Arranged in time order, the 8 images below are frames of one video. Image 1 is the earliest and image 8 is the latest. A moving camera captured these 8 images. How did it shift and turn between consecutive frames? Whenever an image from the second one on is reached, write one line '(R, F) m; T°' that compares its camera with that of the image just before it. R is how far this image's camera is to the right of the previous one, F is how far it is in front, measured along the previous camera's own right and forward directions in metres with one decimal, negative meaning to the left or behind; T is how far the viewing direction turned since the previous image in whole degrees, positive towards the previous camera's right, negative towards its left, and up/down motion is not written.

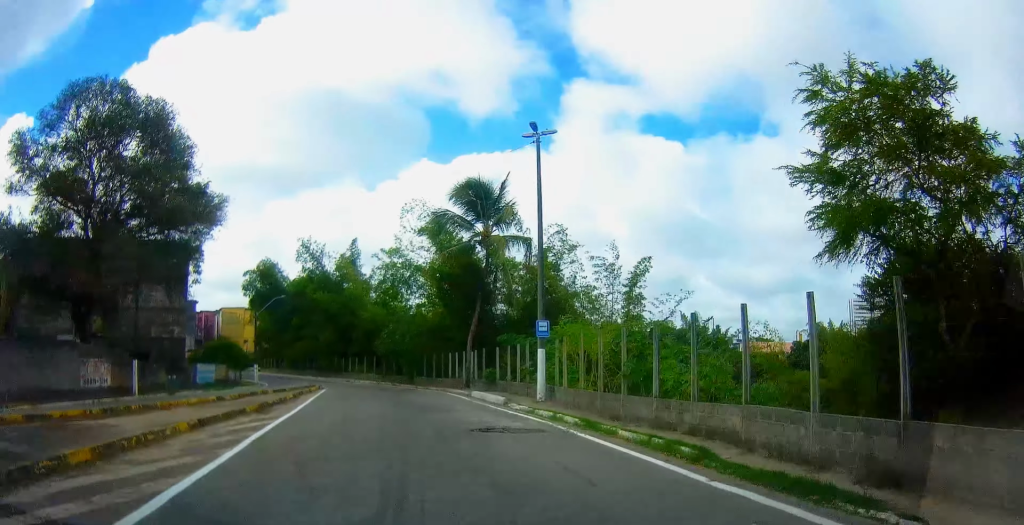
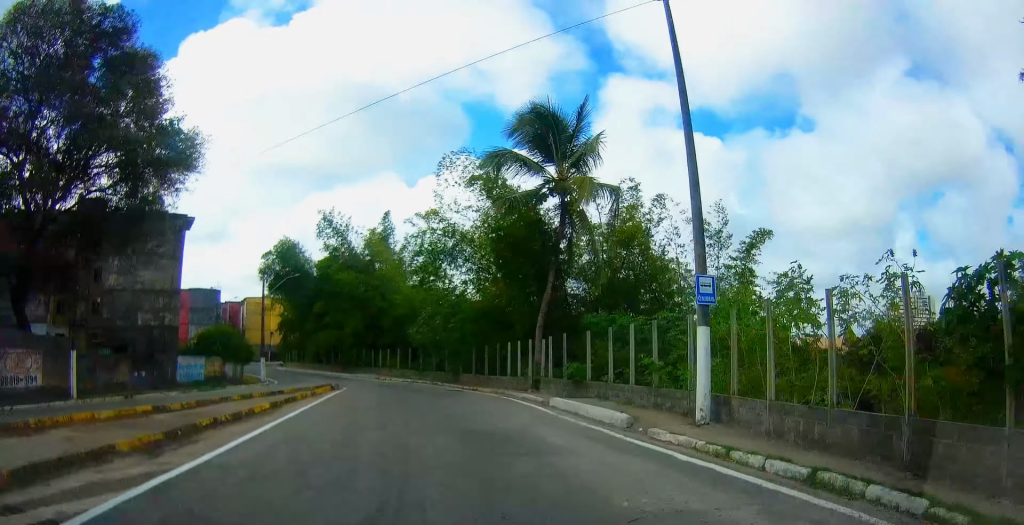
(-1.1, +11.5) m; -10°
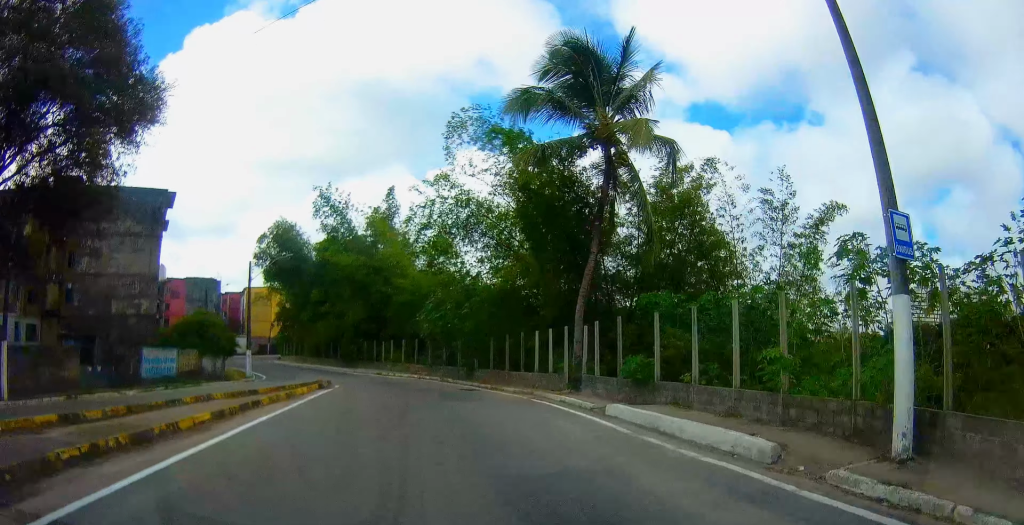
(-0.7, +6.2) m; 0°
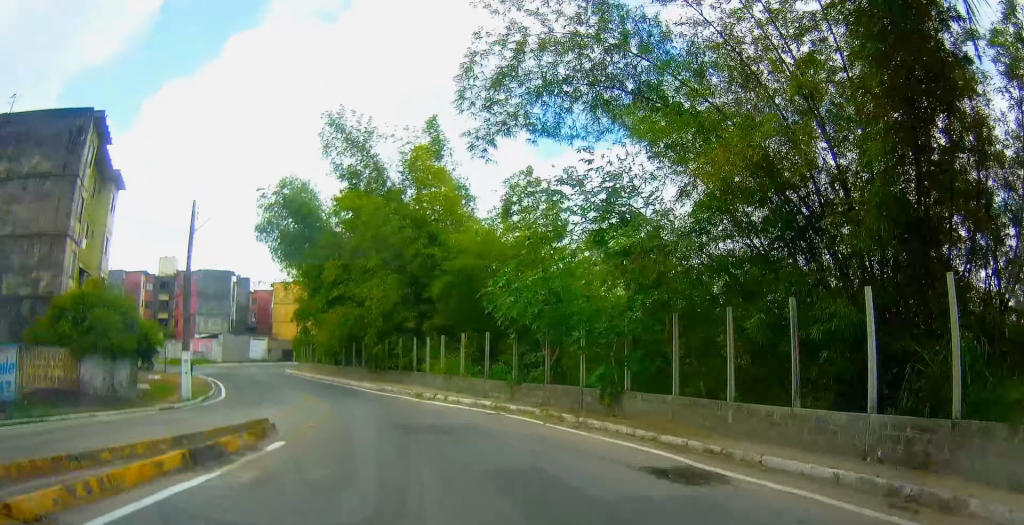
(+0.3, +20.0) m; -3°
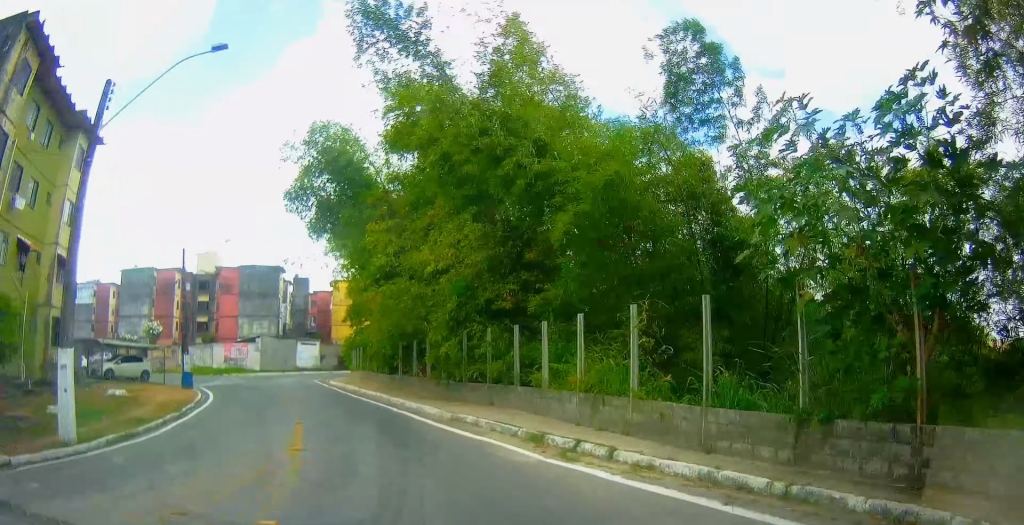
(-1.1, +13.4) m; -9°
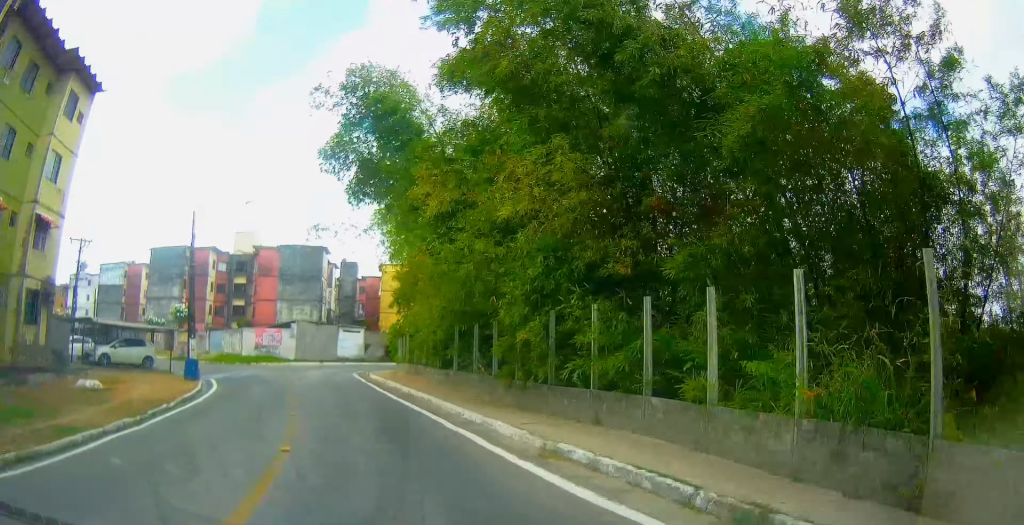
(-0.1, +6.2) m; -5°
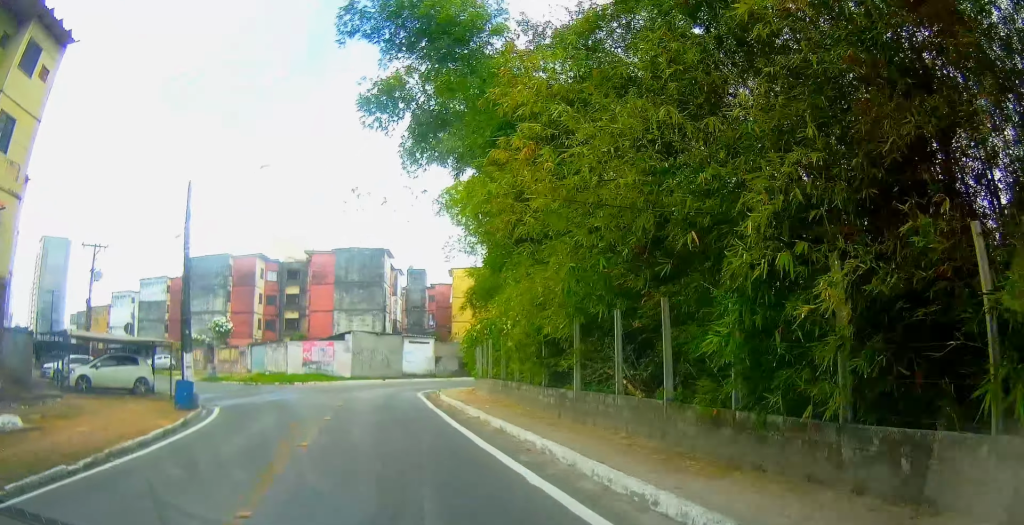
(-0.7, +8.0) m; -7°
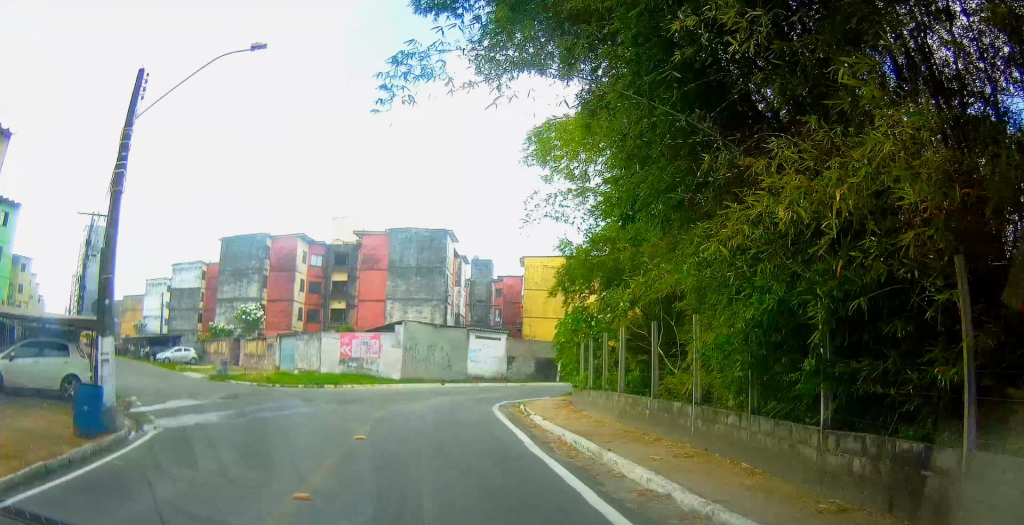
(-0.3, +8.8) m; -12°
